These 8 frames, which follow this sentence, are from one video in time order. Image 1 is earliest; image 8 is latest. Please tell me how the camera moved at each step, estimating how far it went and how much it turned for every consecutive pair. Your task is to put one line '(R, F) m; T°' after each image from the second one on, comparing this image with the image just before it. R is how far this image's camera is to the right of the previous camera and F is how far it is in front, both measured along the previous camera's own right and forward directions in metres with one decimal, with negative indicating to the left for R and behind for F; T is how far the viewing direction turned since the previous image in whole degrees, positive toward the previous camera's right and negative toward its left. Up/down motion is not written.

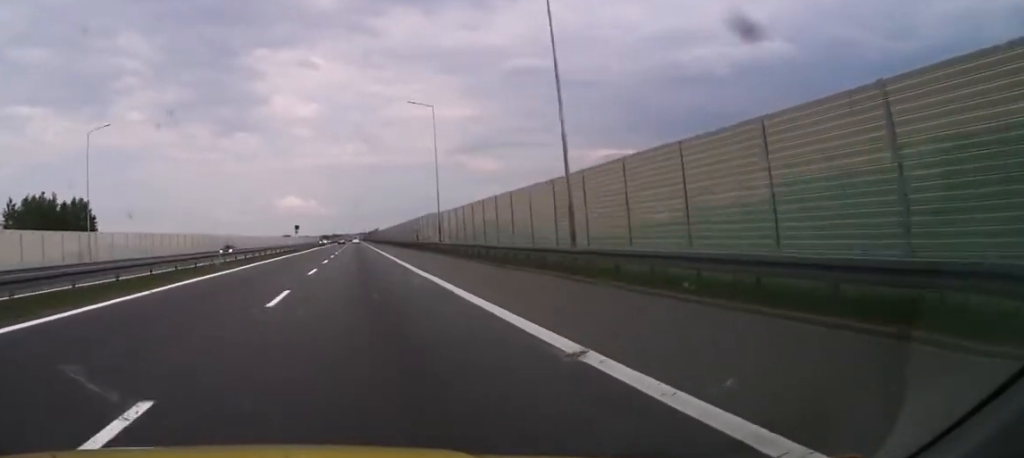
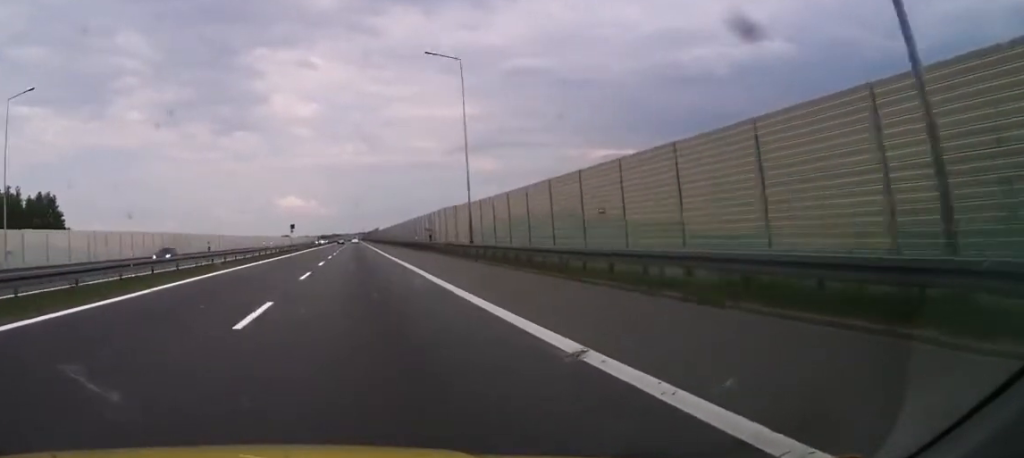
(0.0, +15.4) m; 0°
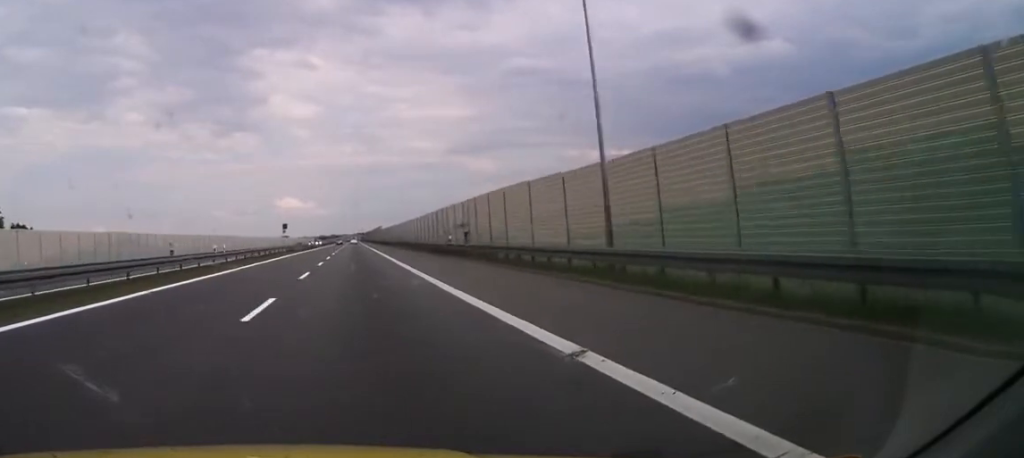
(+0.1, +22.6) m; 0°
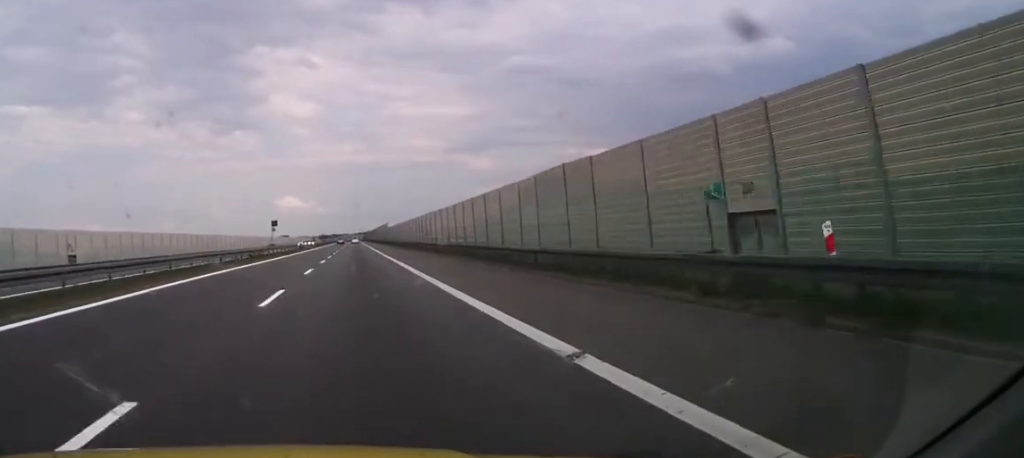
(-0.1, +33.4) m; 0°
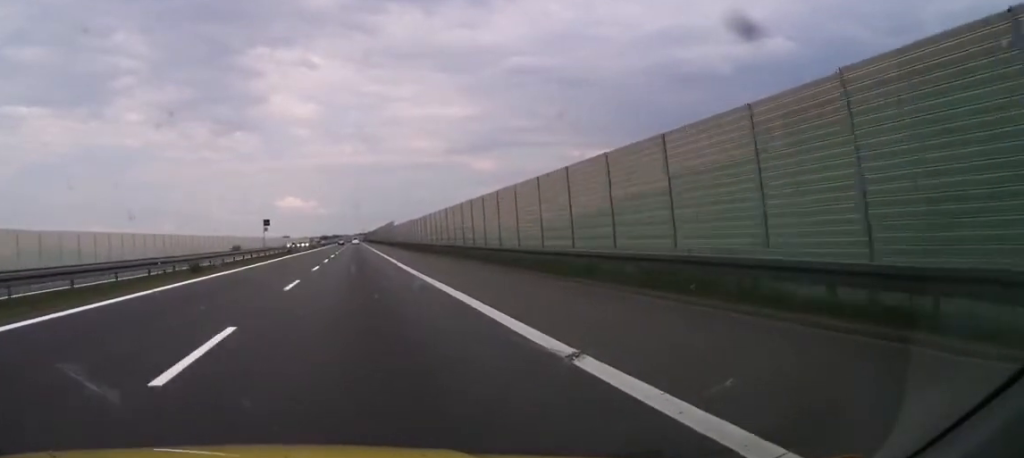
(+0.1, +19.1) m; 0°
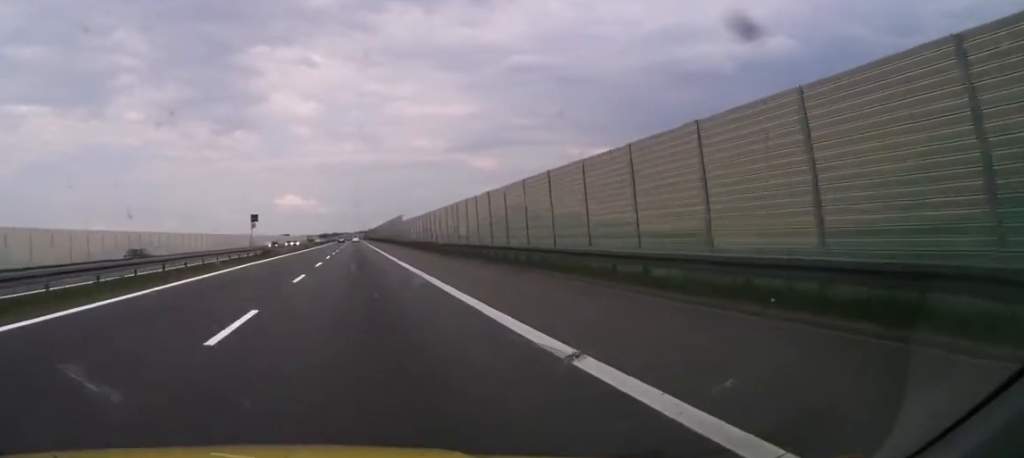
(+0.3, +21.6) m; 0°
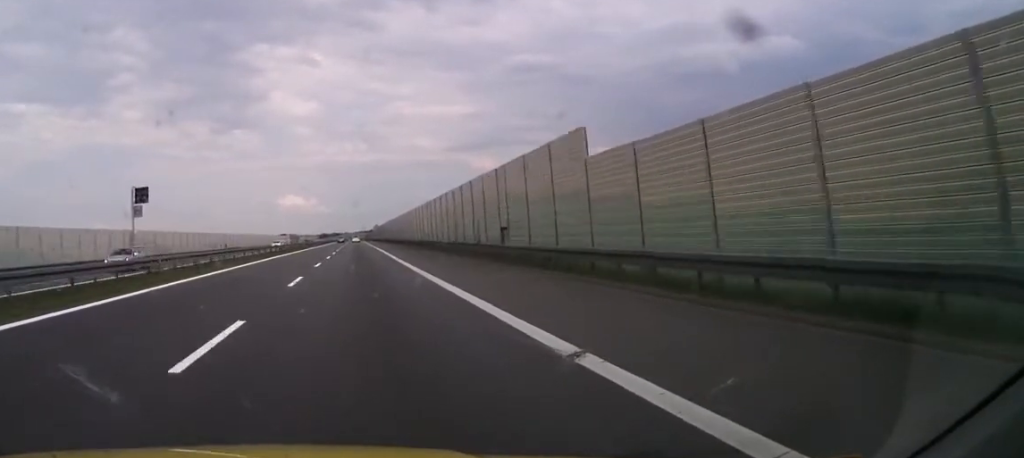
(-0.9, +85.0) m; -1°
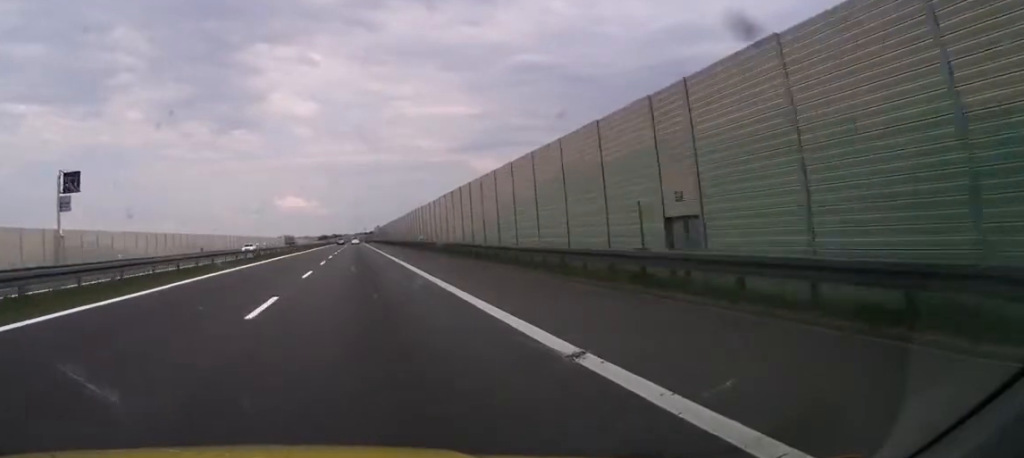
(-0.1, +19.2) m; 0°
